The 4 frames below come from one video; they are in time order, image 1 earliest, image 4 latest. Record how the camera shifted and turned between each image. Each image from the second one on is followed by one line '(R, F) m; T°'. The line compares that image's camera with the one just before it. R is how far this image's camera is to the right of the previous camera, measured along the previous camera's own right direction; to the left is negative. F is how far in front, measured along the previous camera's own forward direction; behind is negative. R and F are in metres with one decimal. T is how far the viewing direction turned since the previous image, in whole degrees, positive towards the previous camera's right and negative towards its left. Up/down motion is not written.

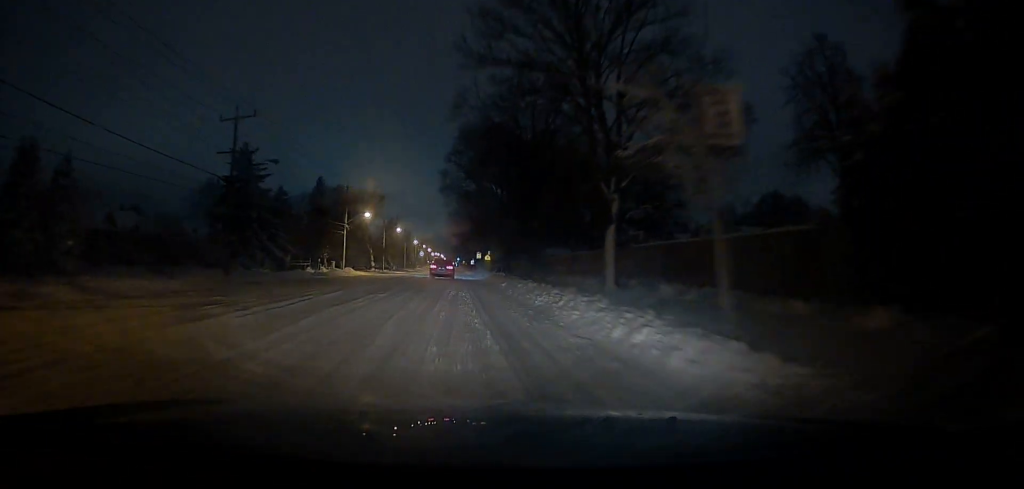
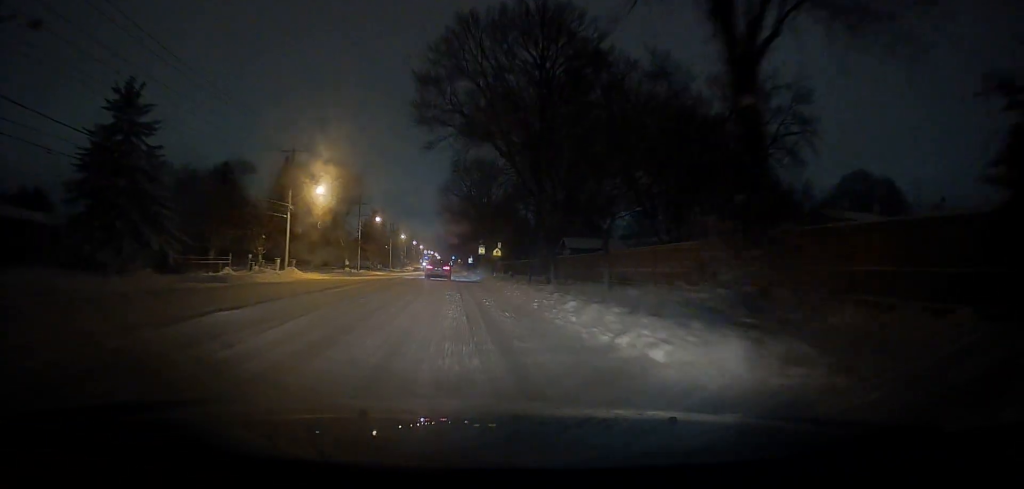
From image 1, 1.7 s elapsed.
(+0.8, +23.3) m; +2°
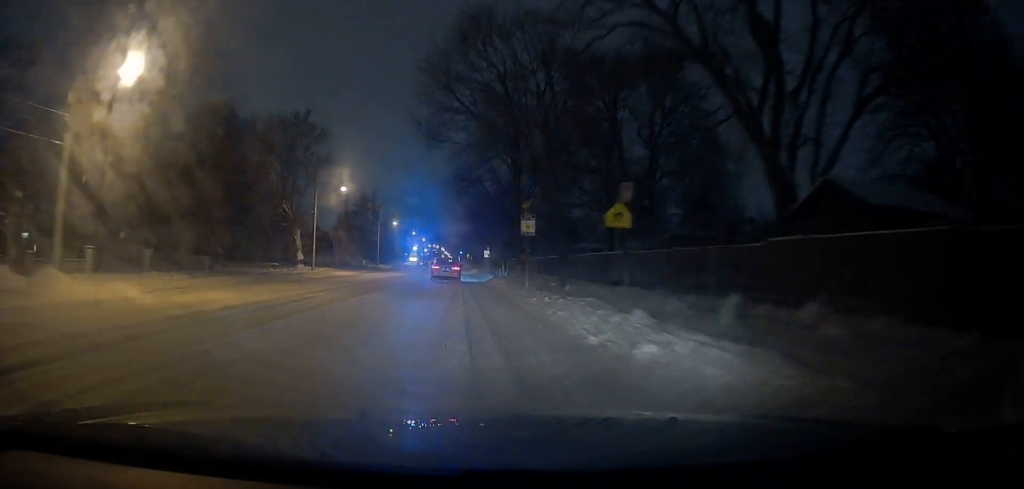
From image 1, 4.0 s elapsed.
(-0.5, +33.3) m; 0°
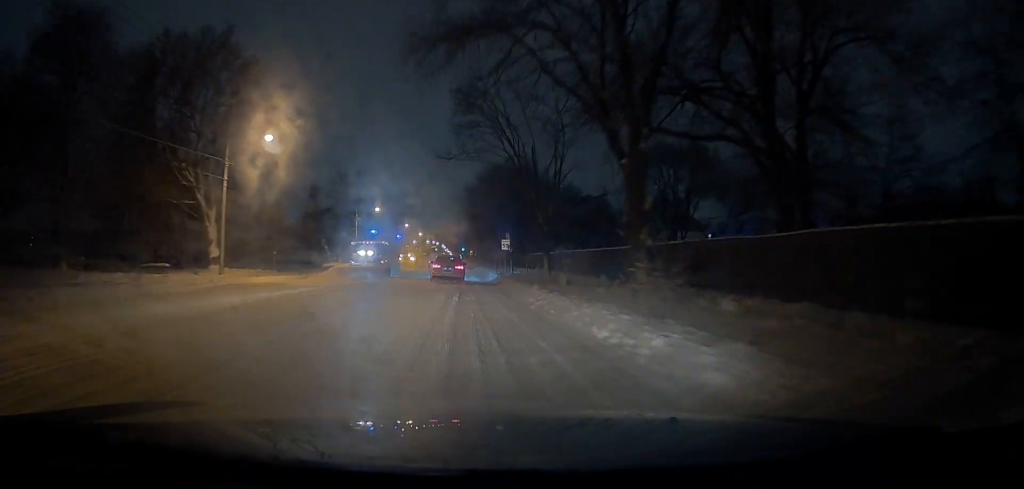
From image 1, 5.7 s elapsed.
(-0.5, +25.1) m; -1°
